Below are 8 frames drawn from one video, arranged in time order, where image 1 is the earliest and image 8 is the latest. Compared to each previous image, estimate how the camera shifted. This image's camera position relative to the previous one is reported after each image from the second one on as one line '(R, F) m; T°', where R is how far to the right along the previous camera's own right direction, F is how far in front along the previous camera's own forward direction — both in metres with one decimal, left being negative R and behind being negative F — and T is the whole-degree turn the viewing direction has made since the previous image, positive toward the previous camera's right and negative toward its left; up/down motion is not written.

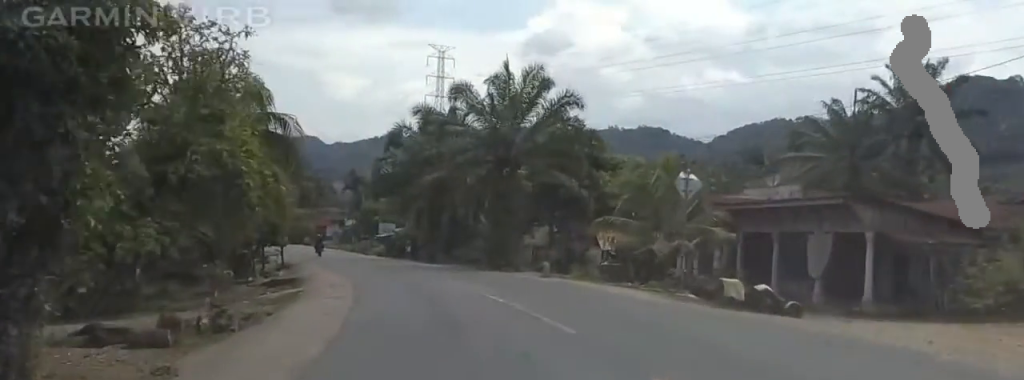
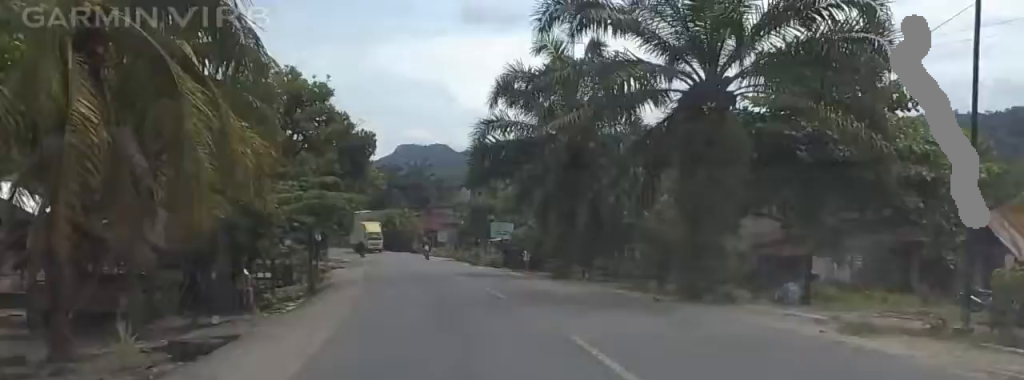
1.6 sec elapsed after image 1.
(+0.7, +20.1) m; +9°
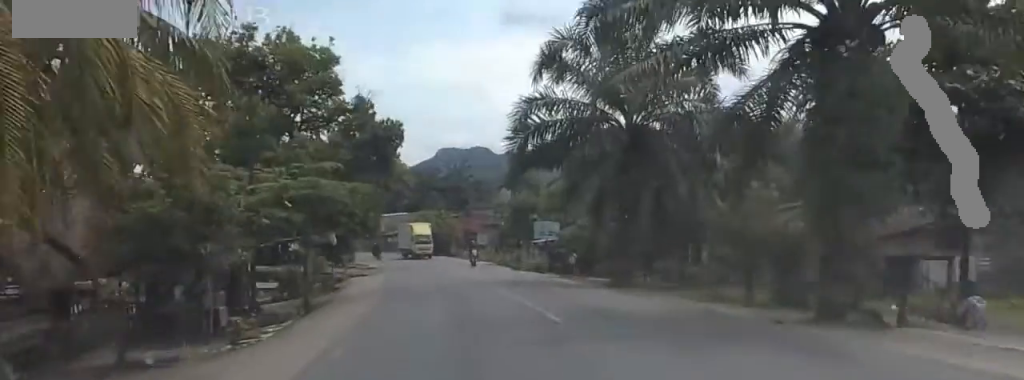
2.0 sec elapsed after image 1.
(+0.7, +6.2) m; -1°
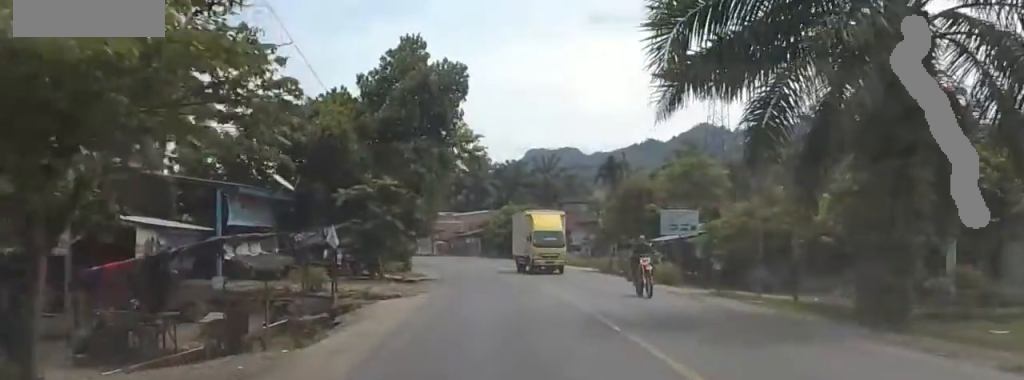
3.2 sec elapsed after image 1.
(-0.6, +14.9) m; -6°
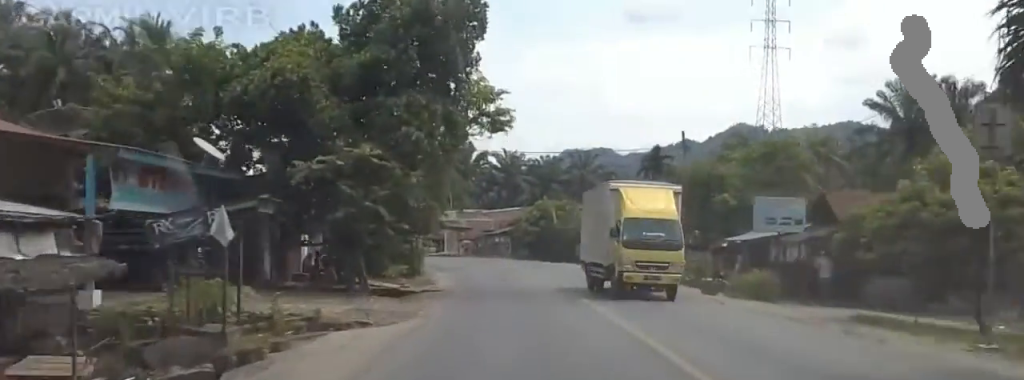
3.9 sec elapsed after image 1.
(-0.3, +8.9) m; -1°
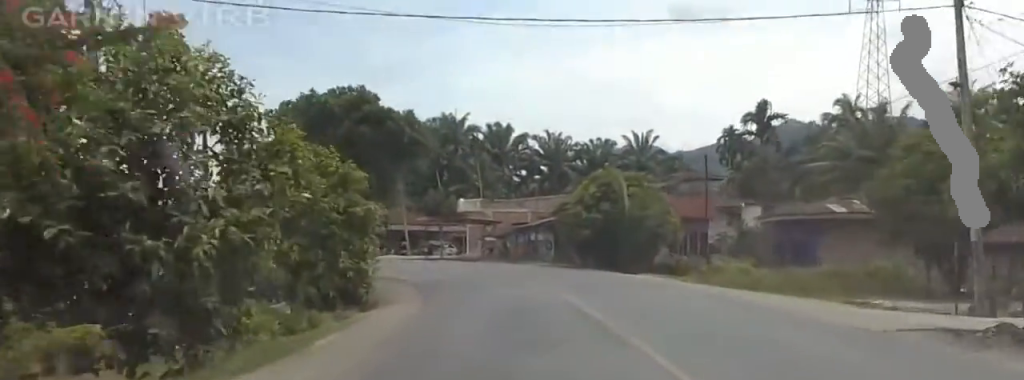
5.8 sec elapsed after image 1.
(+1.4, +24.7) m; +8°
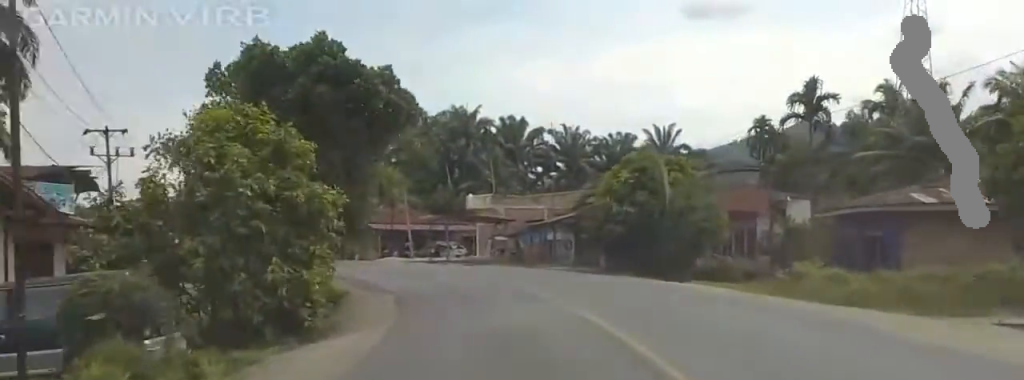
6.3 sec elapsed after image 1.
(+0.7, +7.4) m; 0°
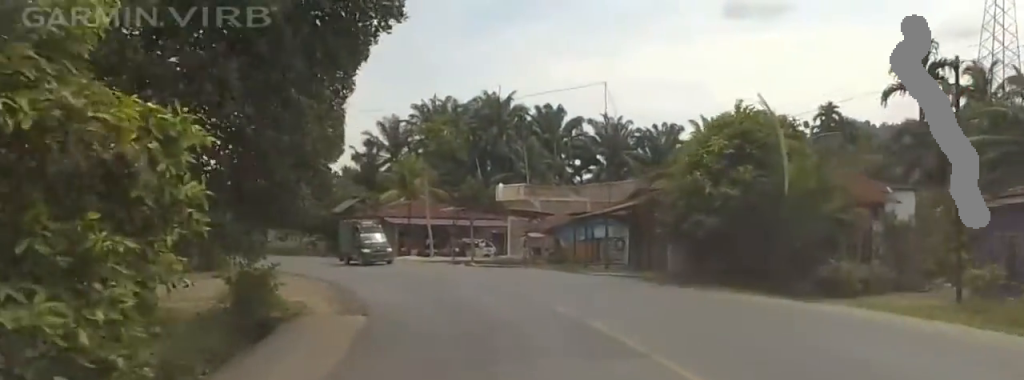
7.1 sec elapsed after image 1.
(-0.6, +10.3) m; -3°
